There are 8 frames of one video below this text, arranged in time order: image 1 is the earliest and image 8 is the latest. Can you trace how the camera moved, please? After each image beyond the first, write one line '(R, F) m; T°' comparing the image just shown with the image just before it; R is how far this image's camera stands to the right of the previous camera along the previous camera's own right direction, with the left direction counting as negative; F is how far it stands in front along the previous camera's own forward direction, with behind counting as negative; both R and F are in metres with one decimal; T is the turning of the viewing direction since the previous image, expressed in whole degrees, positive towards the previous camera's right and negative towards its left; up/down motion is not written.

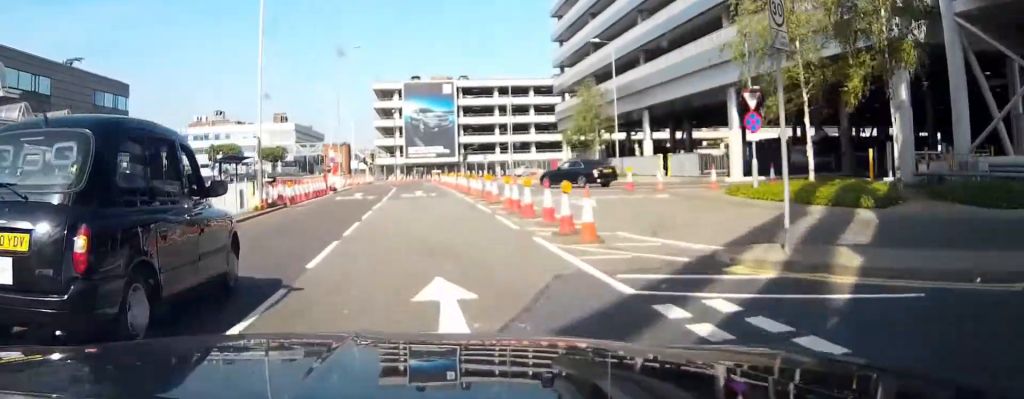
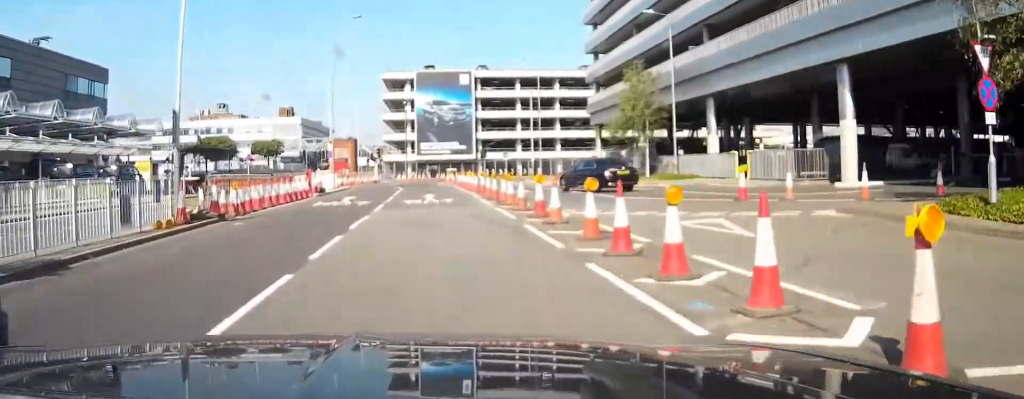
(0.0, +9.0) m; -2°
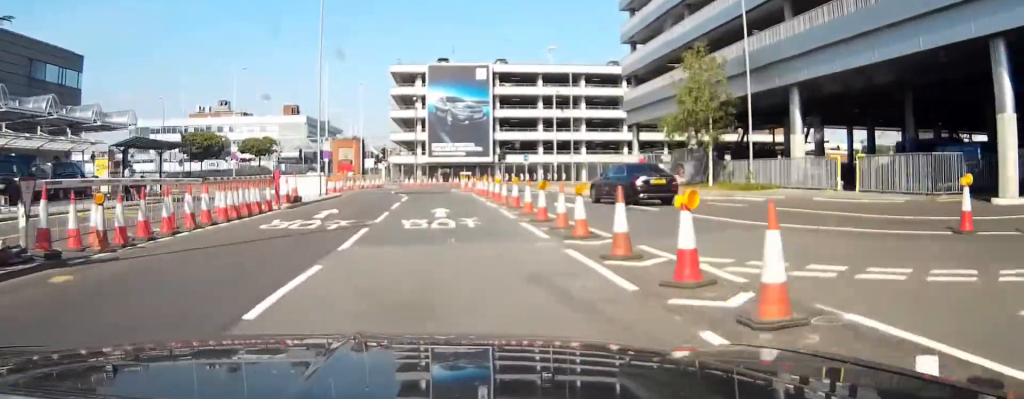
(-0.2, +8.9) m; -2°
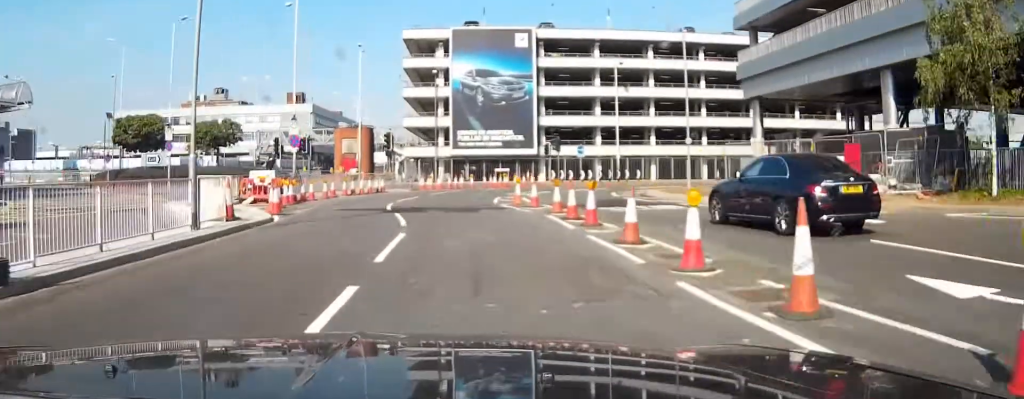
(-0.5, +21.7) m; -3°
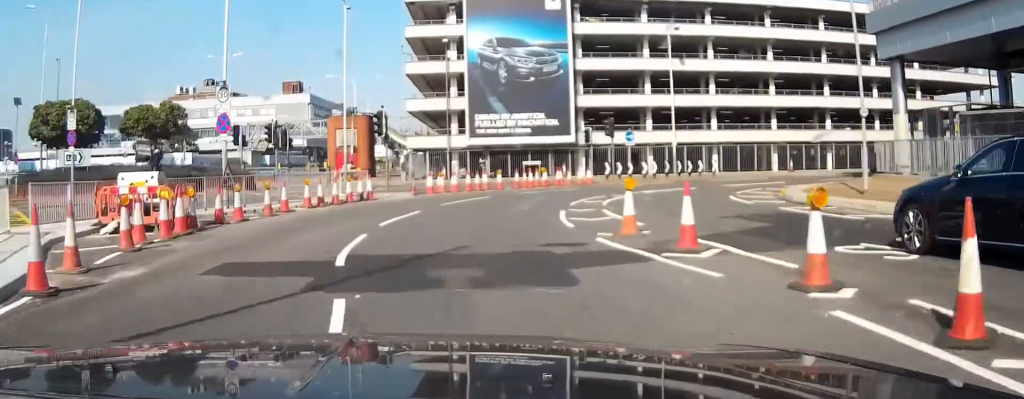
(-0.3, +14.8) m; -2°
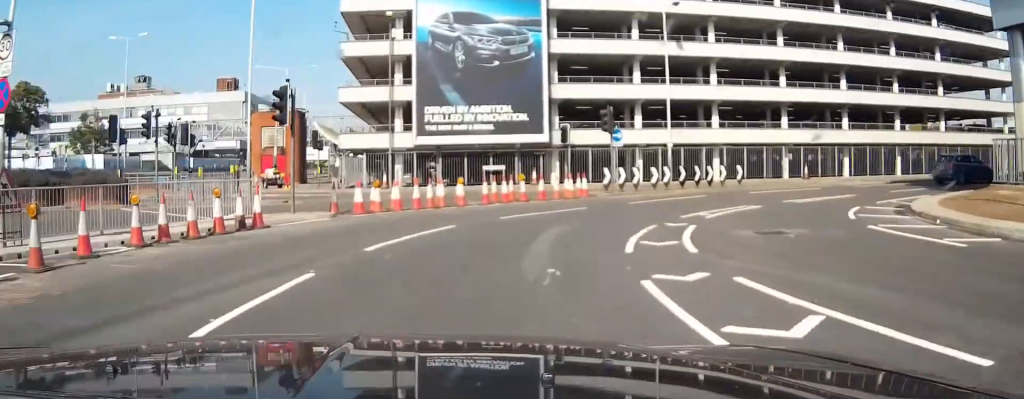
(-0.1, +12.7) m; +1°
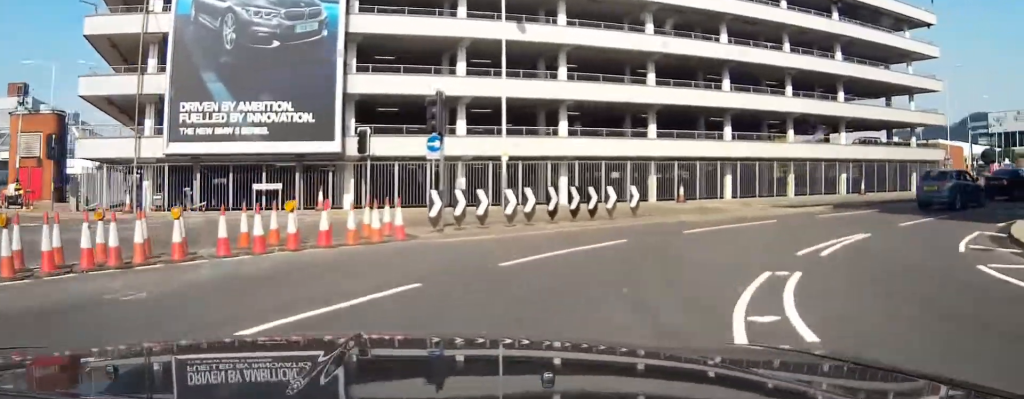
(+0.7, +13.2) m; +8°
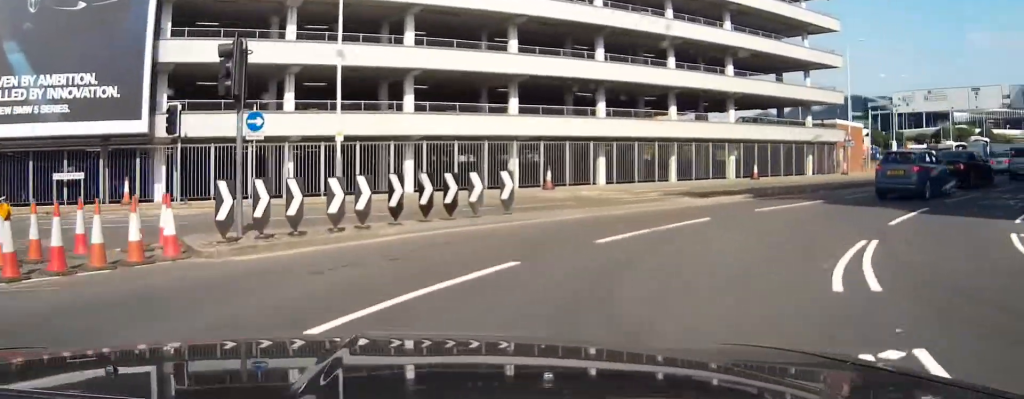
(+0.3, +6.5) m; +9°
